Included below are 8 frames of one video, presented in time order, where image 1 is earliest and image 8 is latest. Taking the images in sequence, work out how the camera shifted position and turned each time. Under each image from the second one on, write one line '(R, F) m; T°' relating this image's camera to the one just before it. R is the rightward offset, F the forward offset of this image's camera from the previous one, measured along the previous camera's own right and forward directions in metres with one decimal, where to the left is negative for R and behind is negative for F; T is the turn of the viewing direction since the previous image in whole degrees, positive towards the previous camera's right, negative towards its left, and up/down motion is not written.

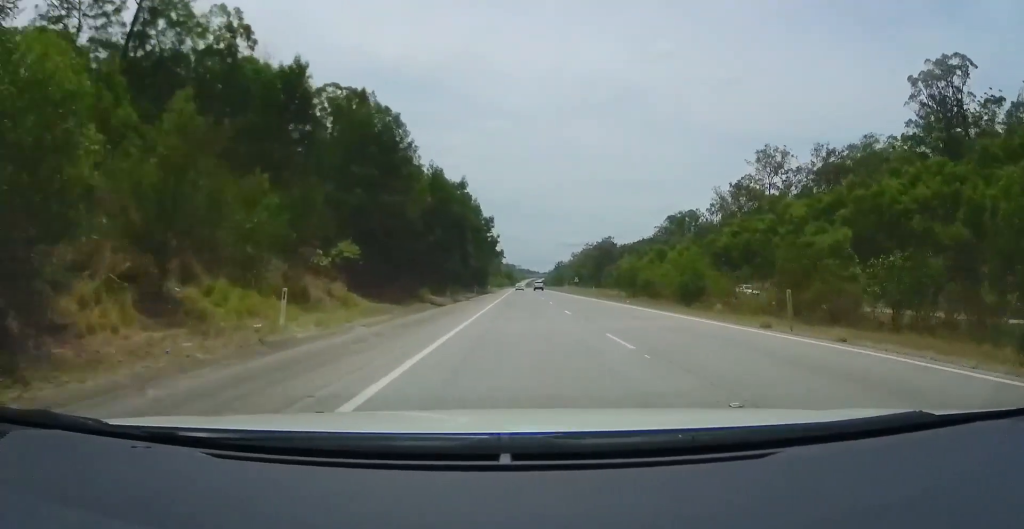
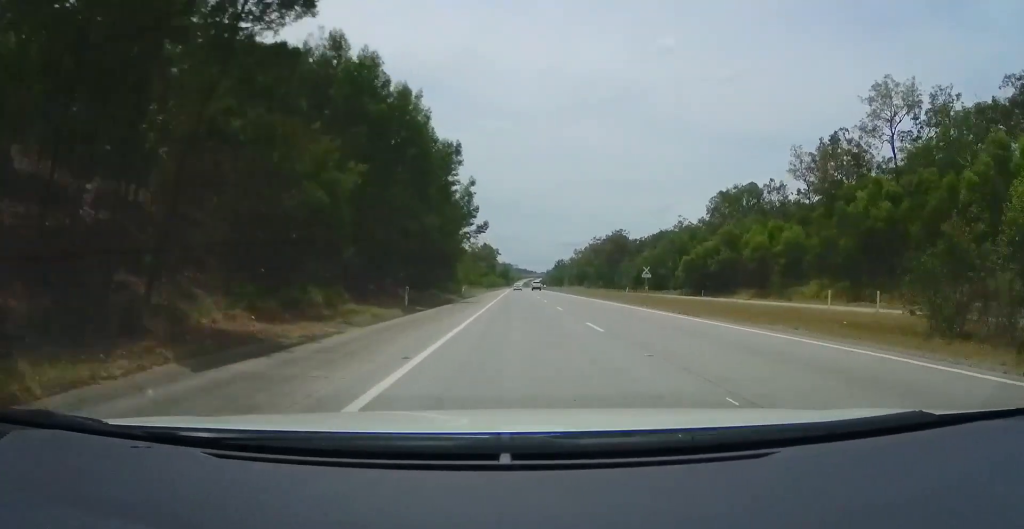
(-0.6, +45.0) m; 0°
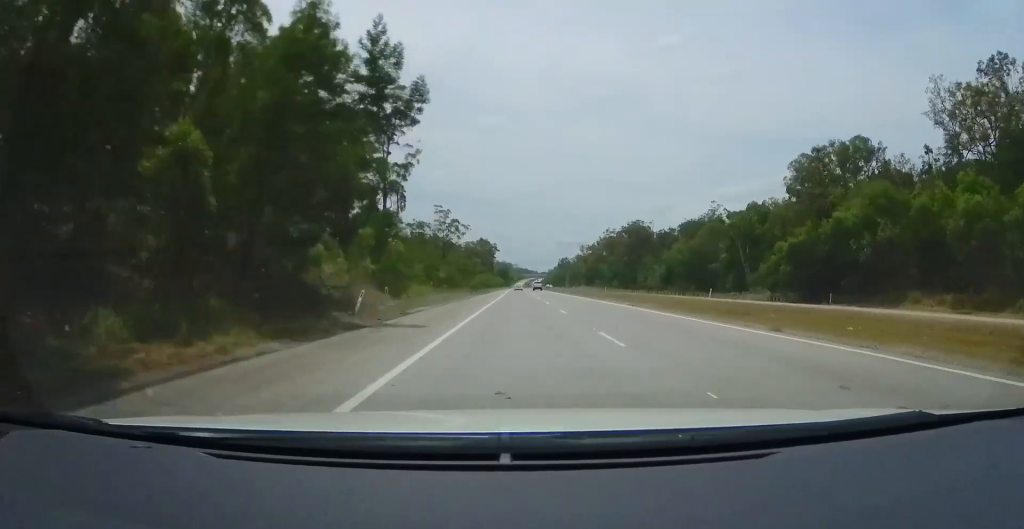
(+0.5, +39.0) m; 0°
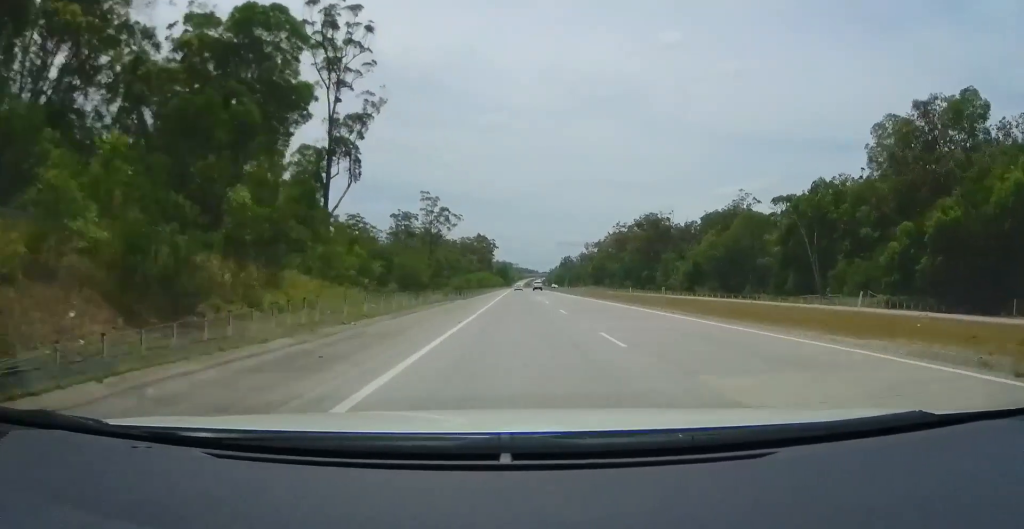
(-0.3, +24.3) m; -1°
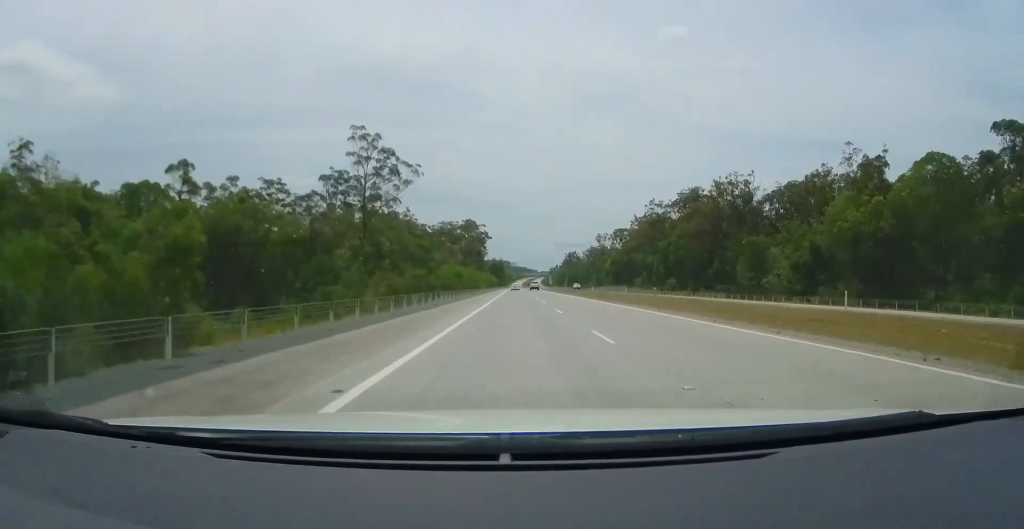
(-1.3, +59.9) m; -1°
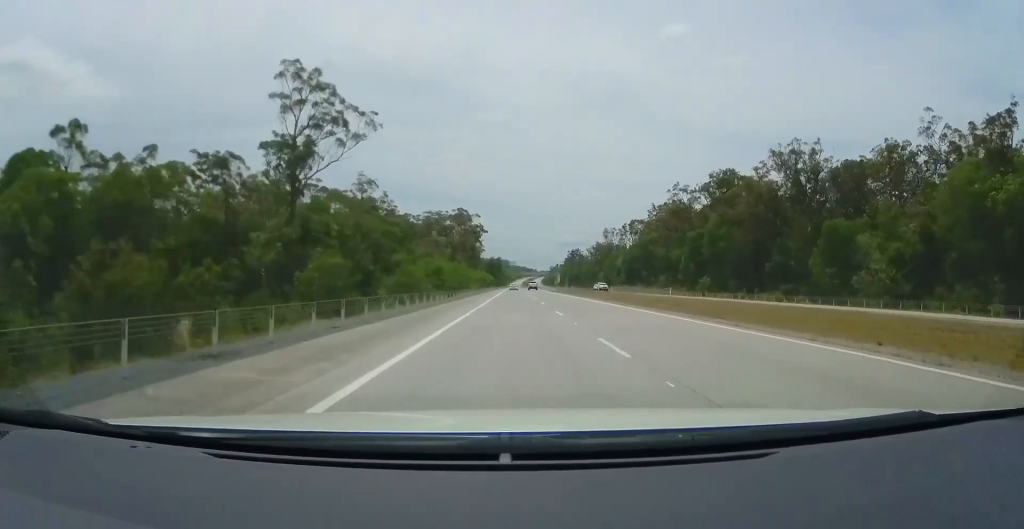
(+0.4, +26.8) m; +1°
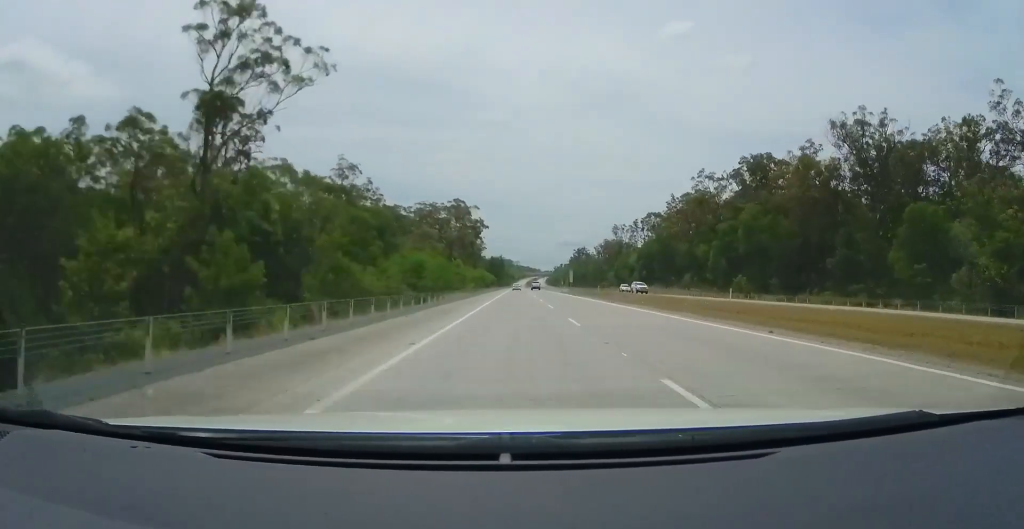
(+0.1, +16.9) m; 0°
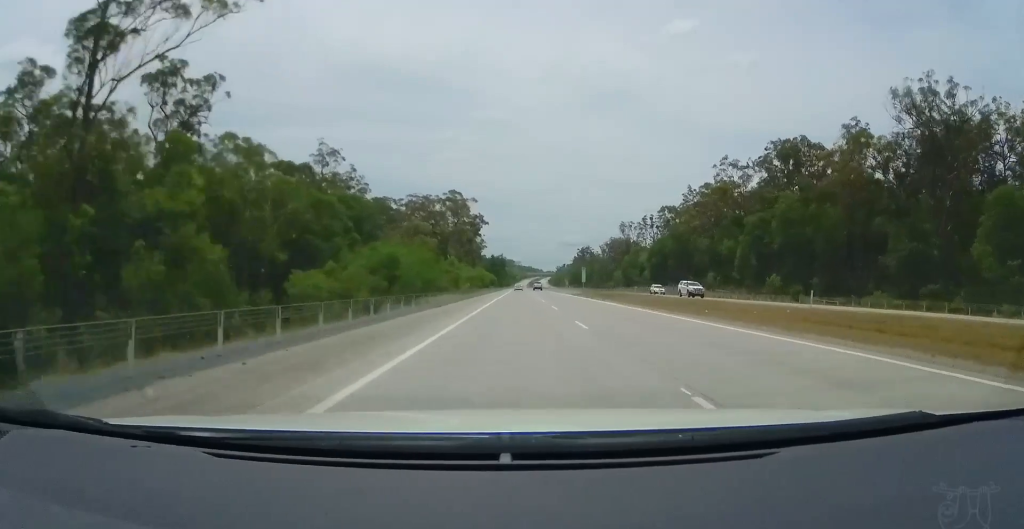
(+0.1, +13.2) m; 0°
